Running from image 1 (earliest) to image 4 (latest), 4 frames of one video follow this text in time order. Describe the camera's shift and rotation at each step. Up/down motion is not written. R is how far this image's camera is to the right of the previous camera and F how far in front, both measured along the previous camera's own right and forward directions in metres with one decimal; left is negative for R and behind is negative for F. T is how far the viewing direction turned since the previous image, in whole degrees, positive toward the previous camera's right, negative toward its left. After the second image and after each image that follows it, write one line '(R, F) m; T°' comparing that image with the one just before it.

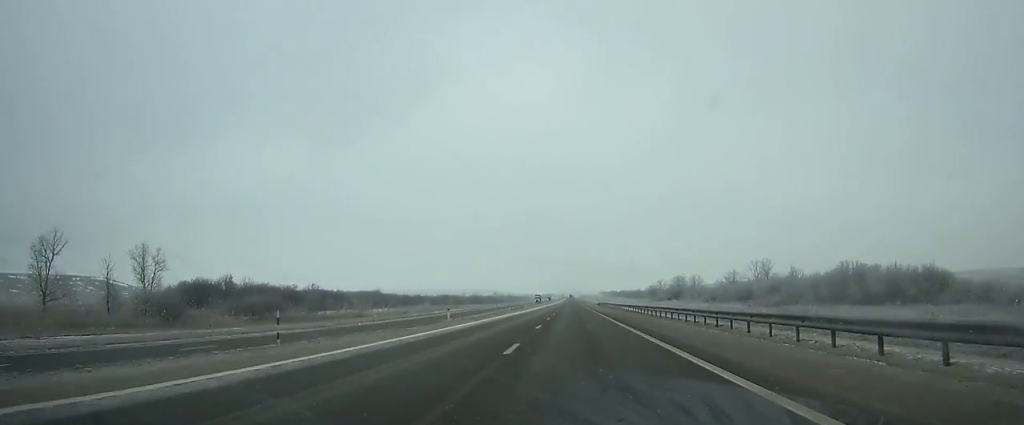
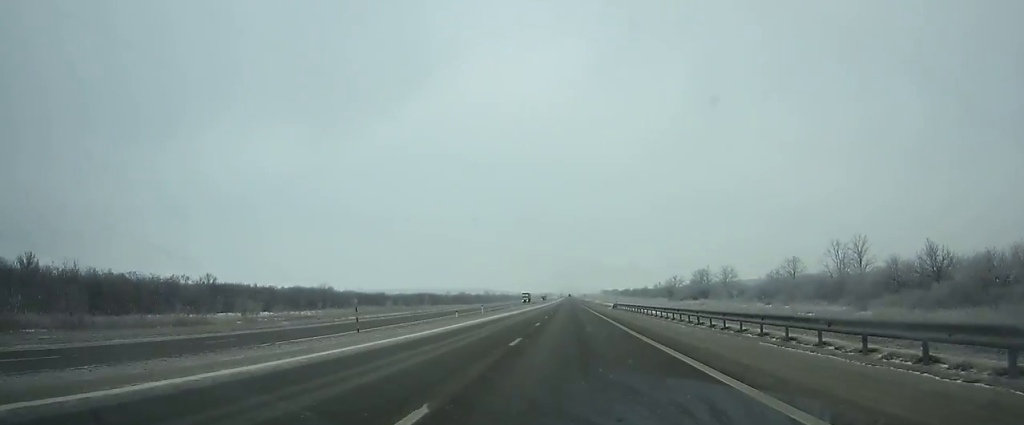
(-0.1, +46.6) m; 0°
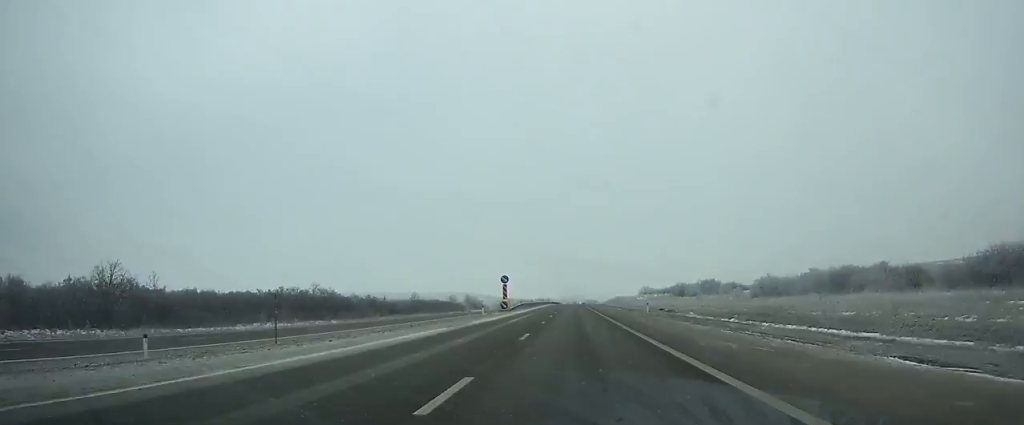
(-0.7, +454.3) m; 0°
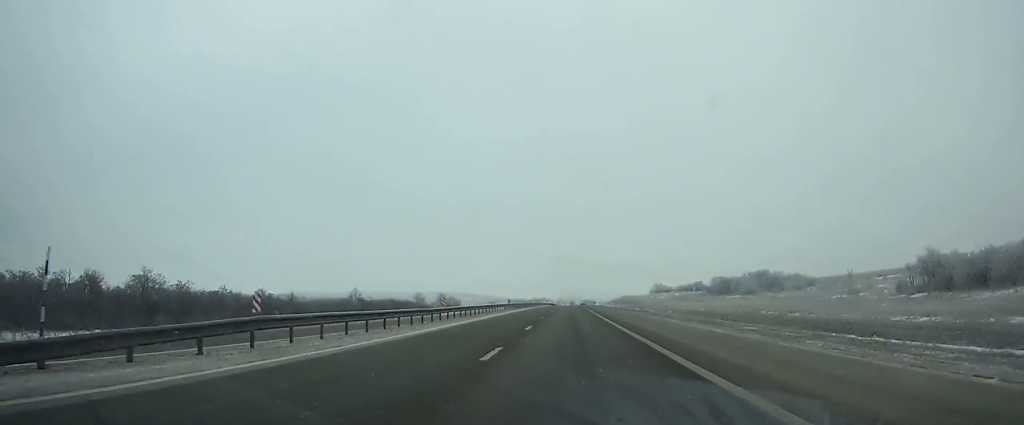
(0.0, +66.0) m; 0°
